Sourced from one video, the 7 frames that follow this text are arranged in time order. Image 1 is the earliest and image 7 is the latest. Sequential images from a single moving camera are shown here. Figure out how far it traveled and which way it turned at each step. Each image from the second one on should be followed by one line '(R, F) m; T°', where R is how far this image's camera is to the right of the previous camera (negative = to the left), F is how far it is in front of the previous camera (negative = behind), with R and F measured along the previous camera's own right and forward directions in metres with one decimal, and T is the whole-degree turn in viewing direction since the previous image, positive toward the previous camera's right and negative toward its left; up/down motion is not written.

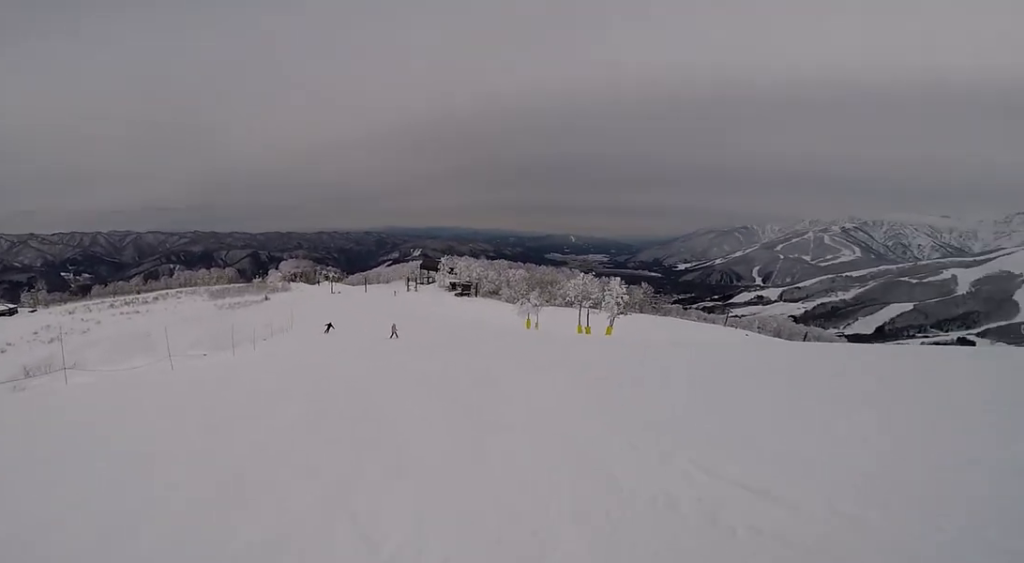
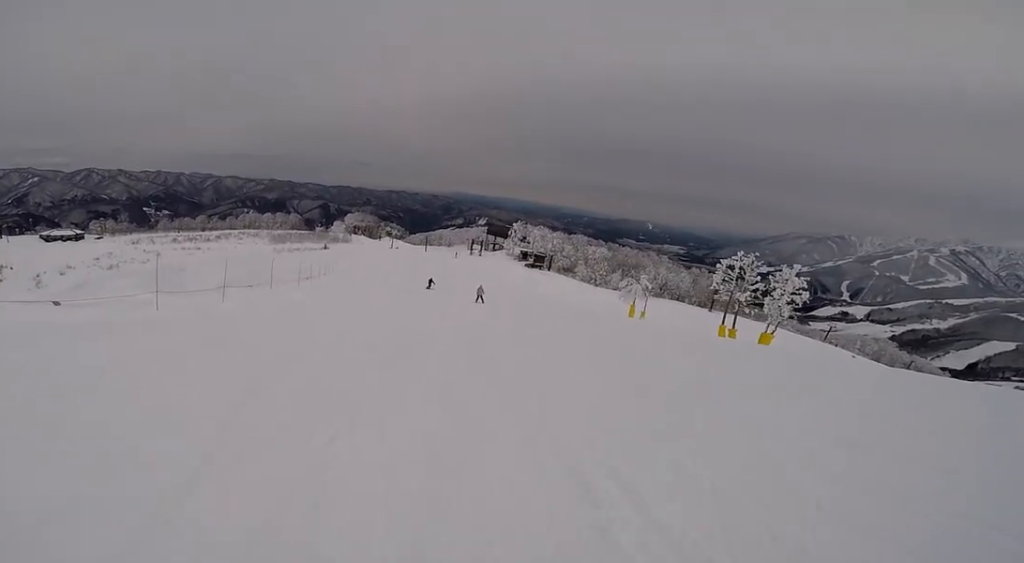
(-0.1, +14.9) m; +2°
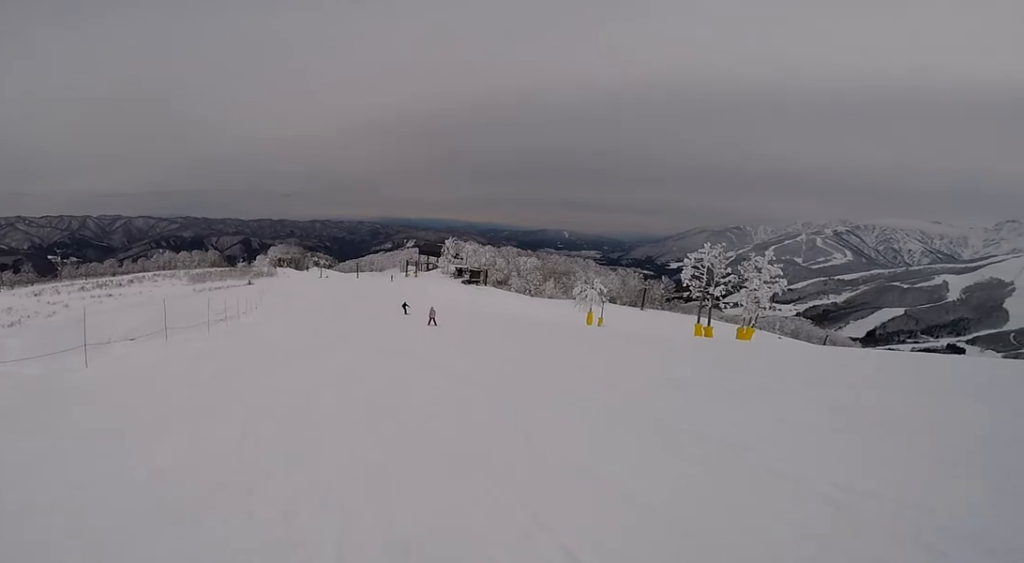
(+0.5, +5.2) m; +3°
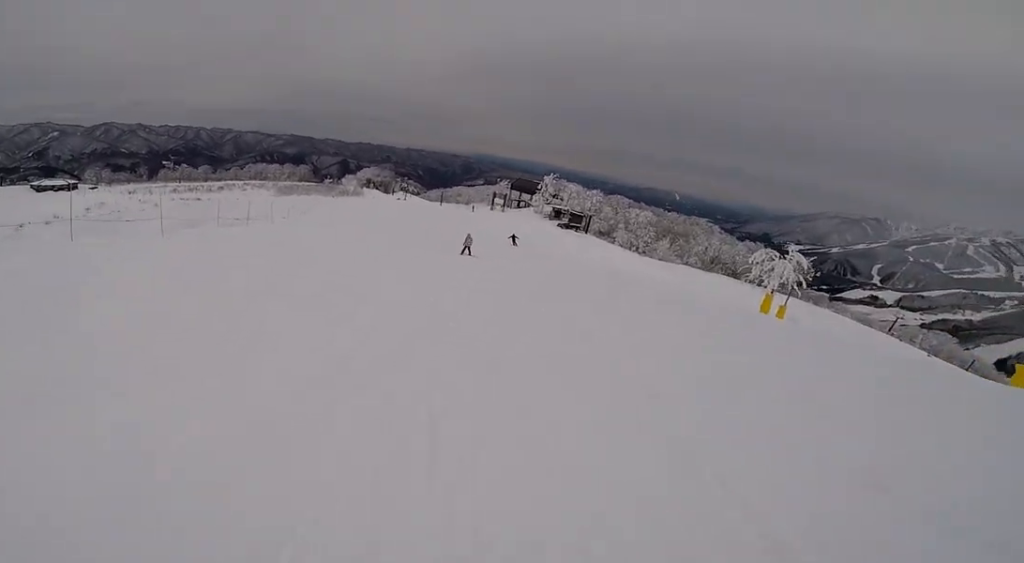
(-0.9, +14.3) m; -14°
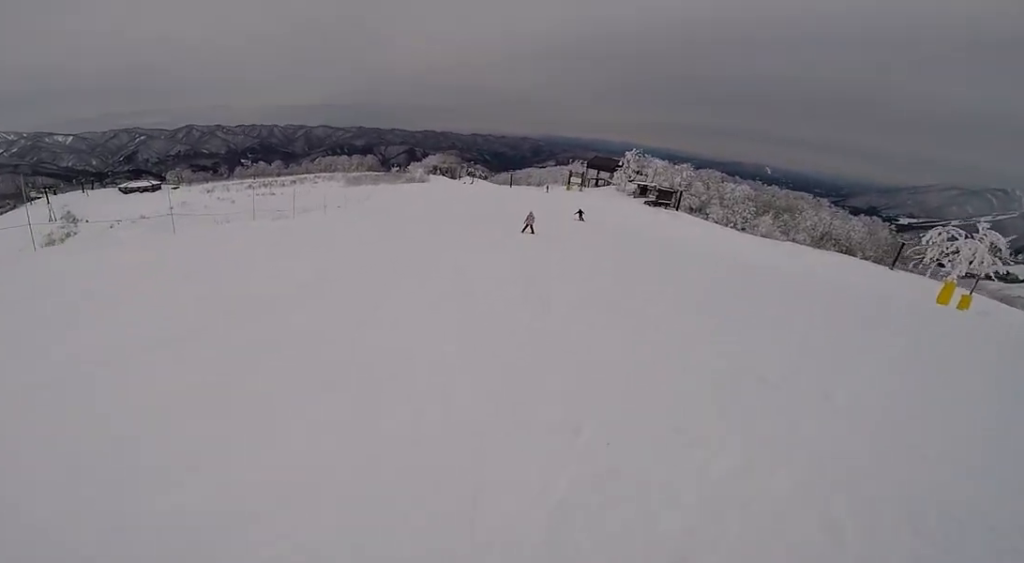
(-0.8, +4.9) m; -3°
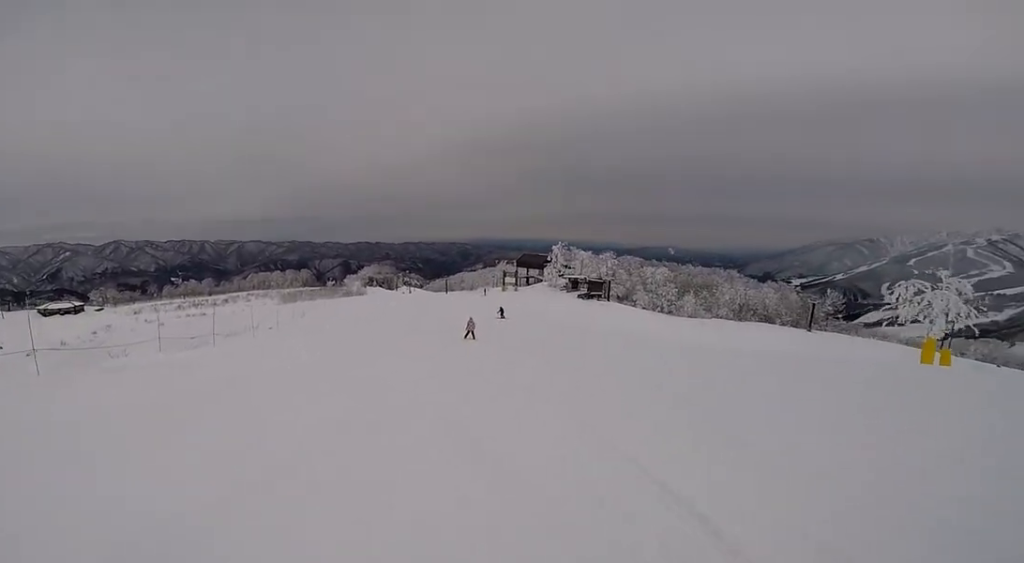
(+0.5, +4.6) m; +4°
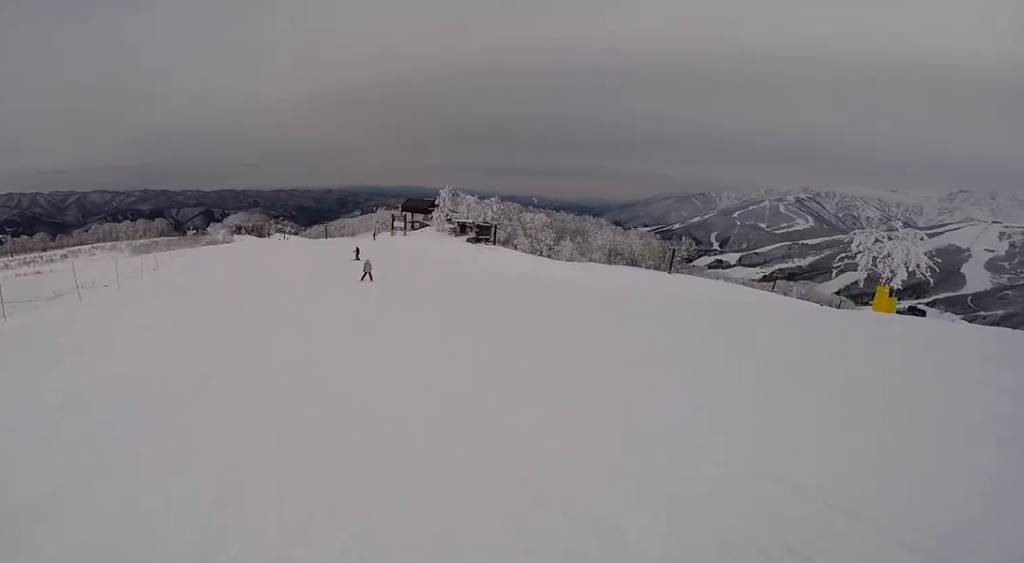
(+0.3, +7.3) m; +2°
